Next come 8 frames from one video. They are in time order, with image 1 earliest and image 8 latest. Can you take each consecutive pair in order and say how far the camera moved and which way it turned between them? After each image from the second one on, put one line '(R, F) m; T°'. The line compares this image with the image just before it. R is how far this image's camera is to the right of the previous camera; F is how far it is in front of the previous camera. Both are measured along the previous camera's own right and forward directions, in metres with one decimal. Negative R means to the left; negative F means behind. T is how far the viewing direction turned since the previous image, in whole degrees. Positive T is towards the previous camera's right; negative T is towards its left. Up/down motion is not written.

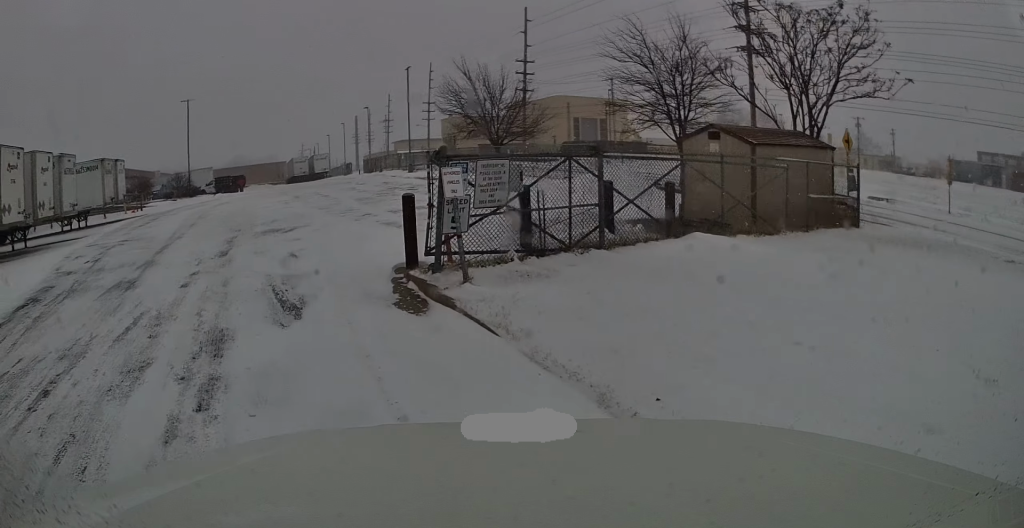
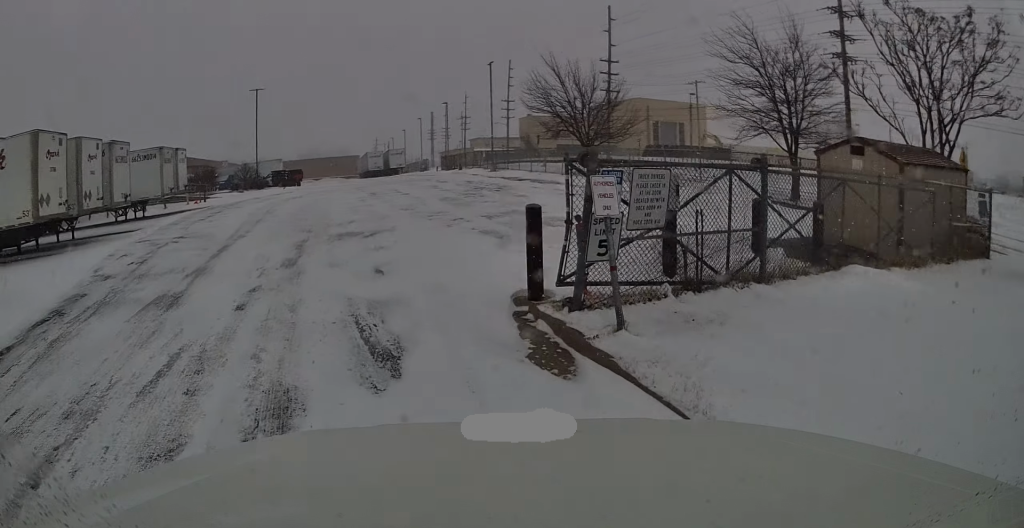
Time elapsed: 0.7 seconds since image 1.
(-0.2, +2.2) m; -6°
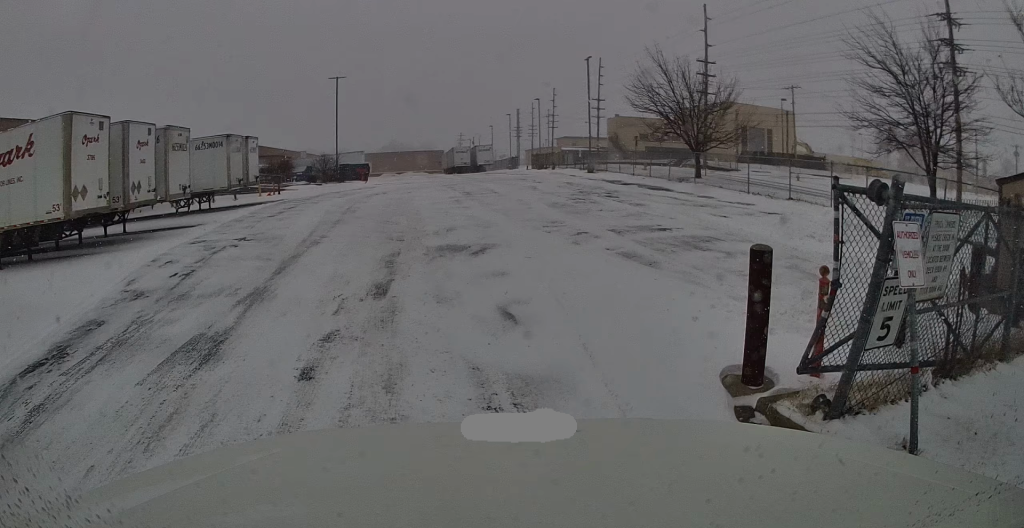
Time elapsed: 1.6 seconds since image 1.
(-0.3, +3.0) m; -9°
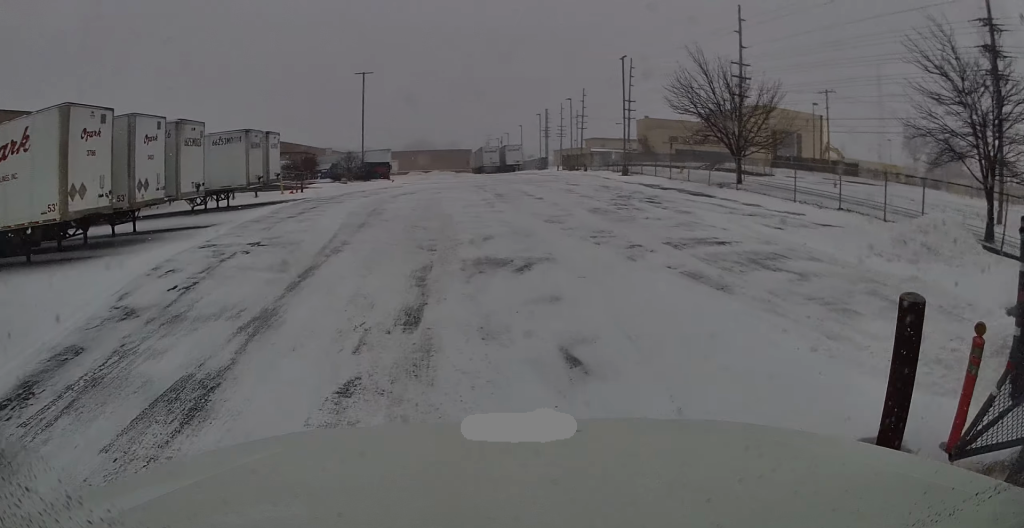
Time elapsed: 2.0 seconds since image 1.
(+0.1, +1.6) m; -4°
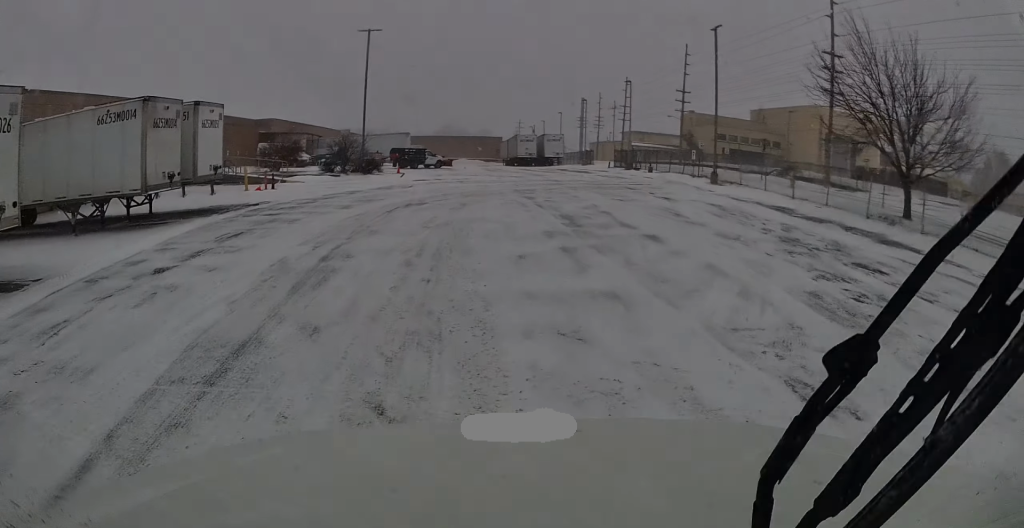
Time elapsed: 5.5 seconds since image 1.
(+0.5, +12.1) m; +9°
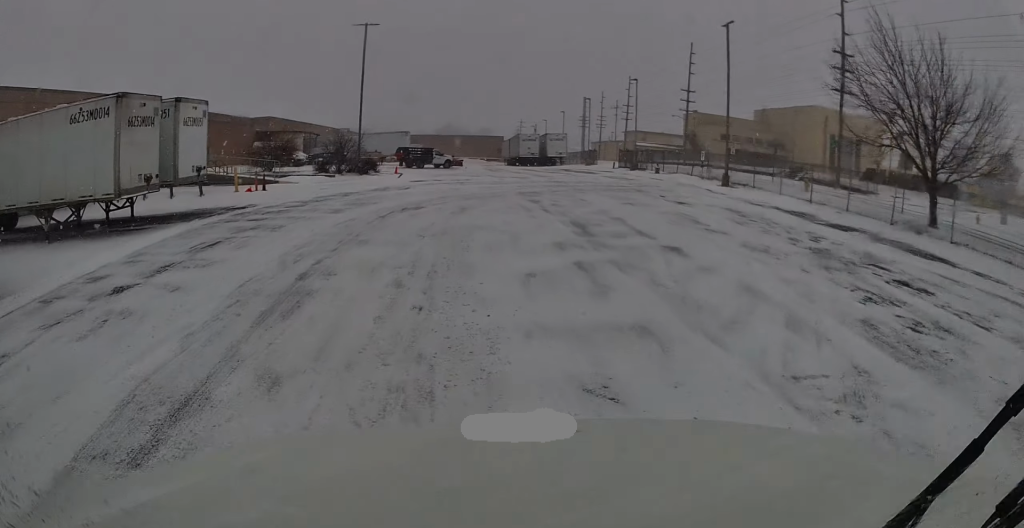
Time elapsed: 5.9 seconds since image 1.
(0.0, +1.5) m; +3°
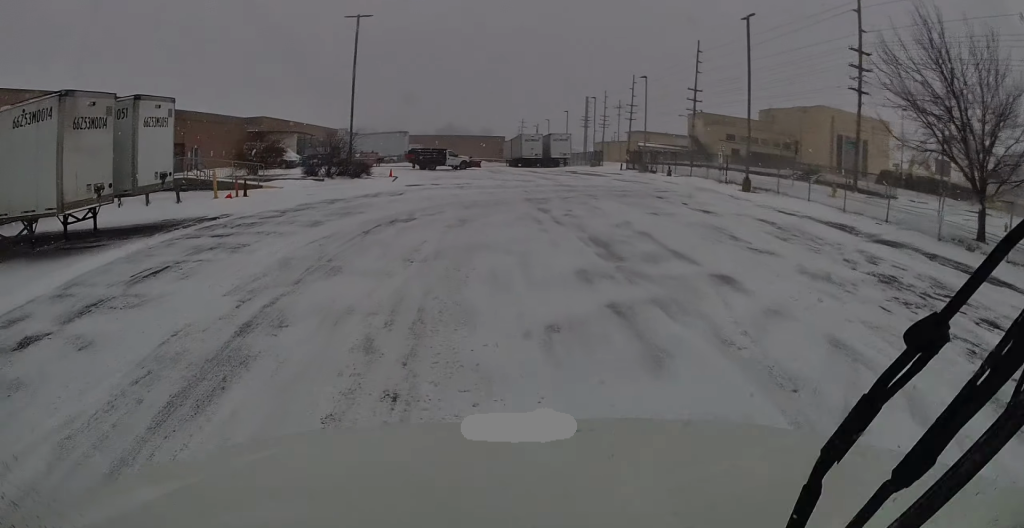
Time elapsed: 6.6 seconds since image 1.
(+0.1, +2.6) m; +2°
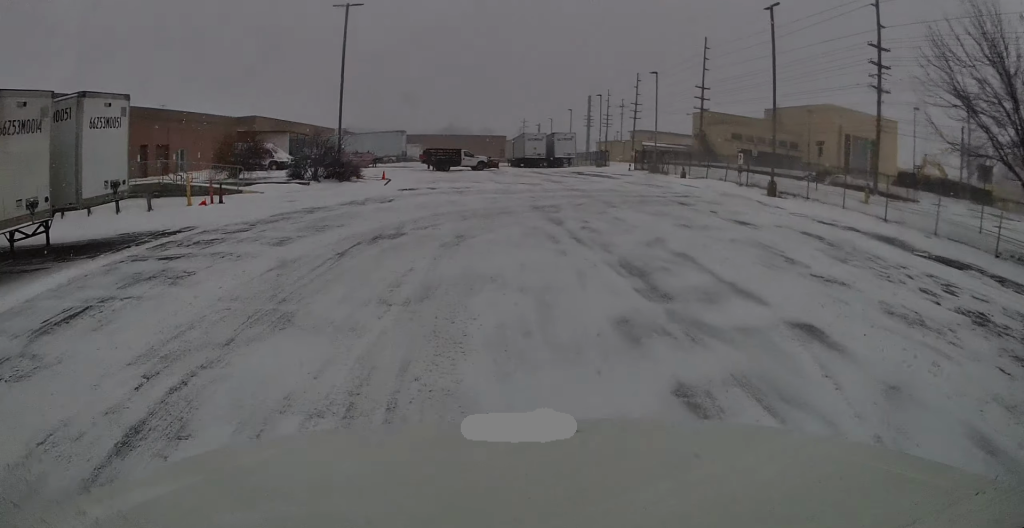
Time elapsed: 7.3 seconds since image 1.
(+0.3, +2.9) m; -1°
